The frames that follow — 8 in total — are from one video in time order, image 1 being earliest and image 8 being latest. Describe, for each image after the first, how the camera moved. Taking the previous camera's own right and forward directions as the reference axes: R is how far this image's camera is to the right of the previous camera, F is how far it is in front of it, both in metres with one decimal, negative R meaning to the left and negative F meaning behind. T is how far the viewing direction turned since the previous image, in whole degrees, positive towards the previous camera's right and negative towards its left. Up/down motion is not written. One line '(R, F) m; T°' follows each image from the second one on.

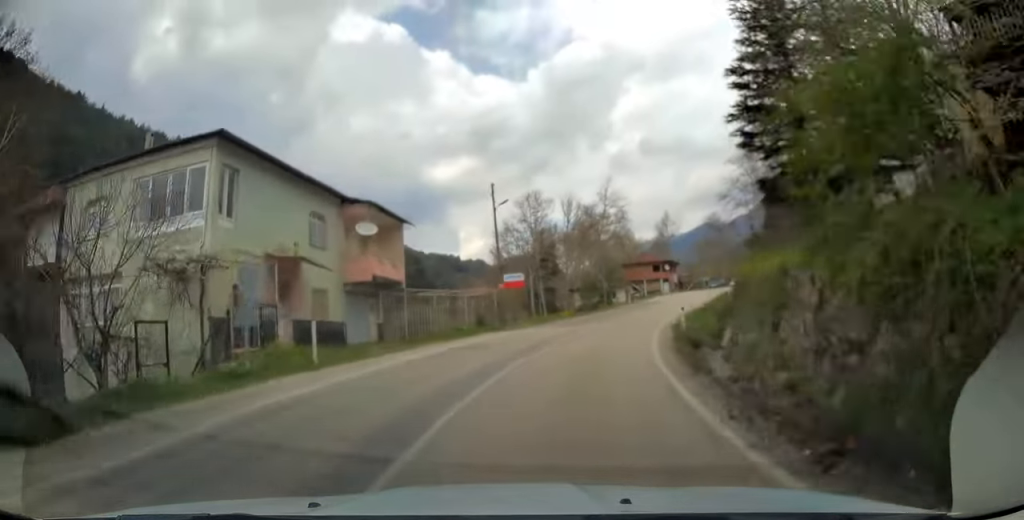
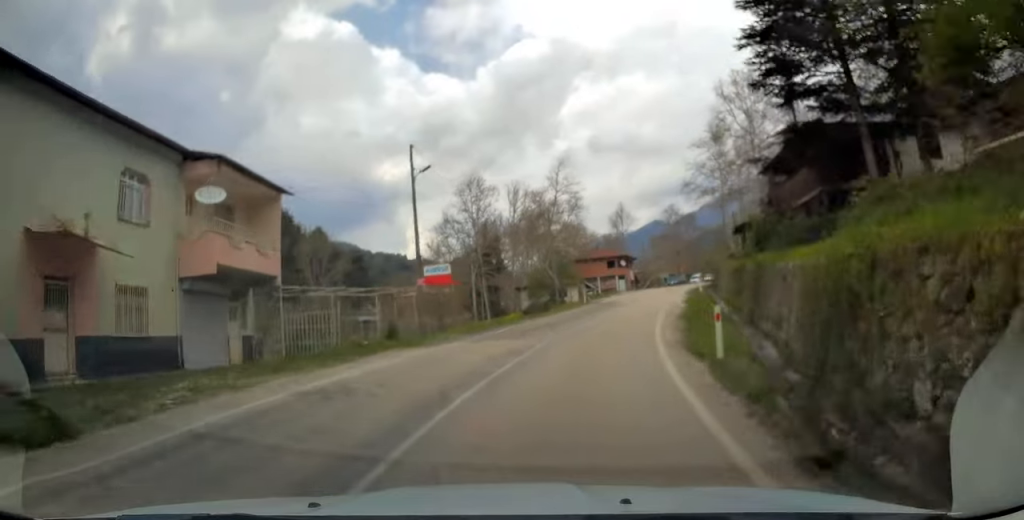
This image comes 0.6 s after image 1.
(-0.1, +8.6) m; +4°
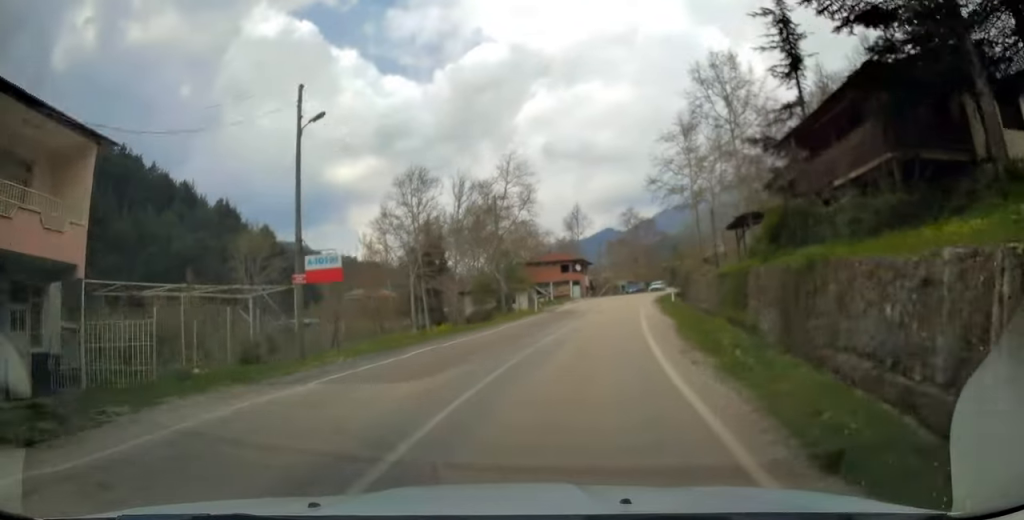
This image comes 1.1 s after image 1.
(+0.7, +7.7) m; +5°
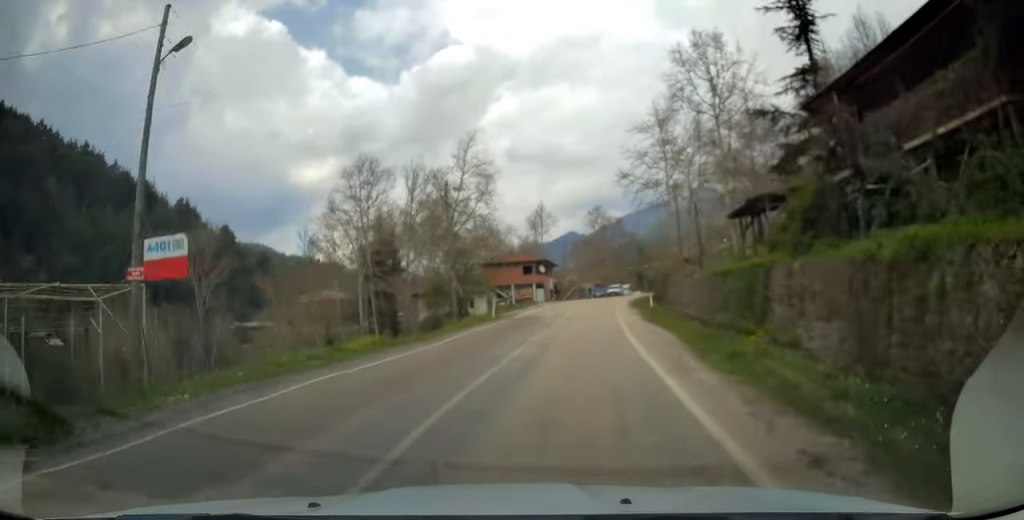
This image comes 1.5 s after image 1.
(+0.1, +5.8) m; +3°
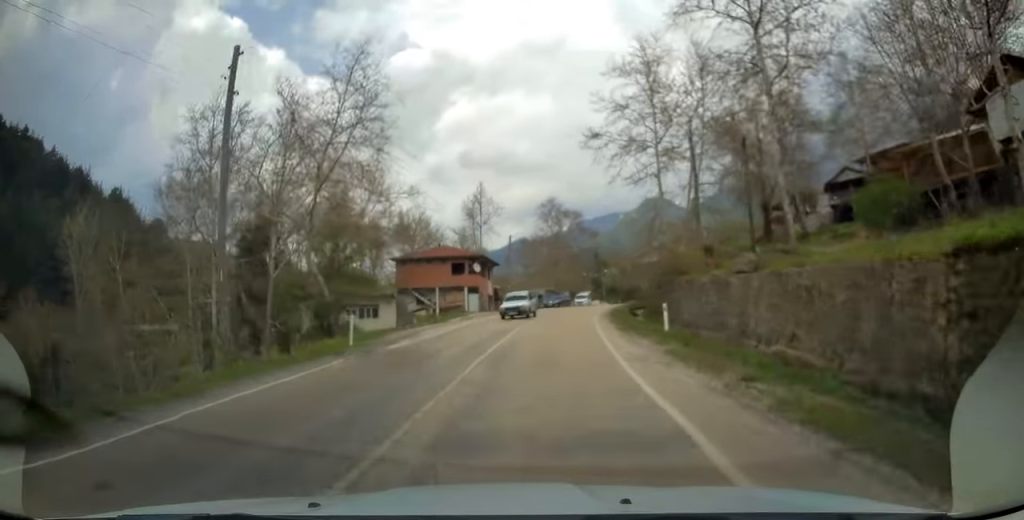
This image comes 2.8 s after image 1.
(+1.3, +19.4) m; +5°
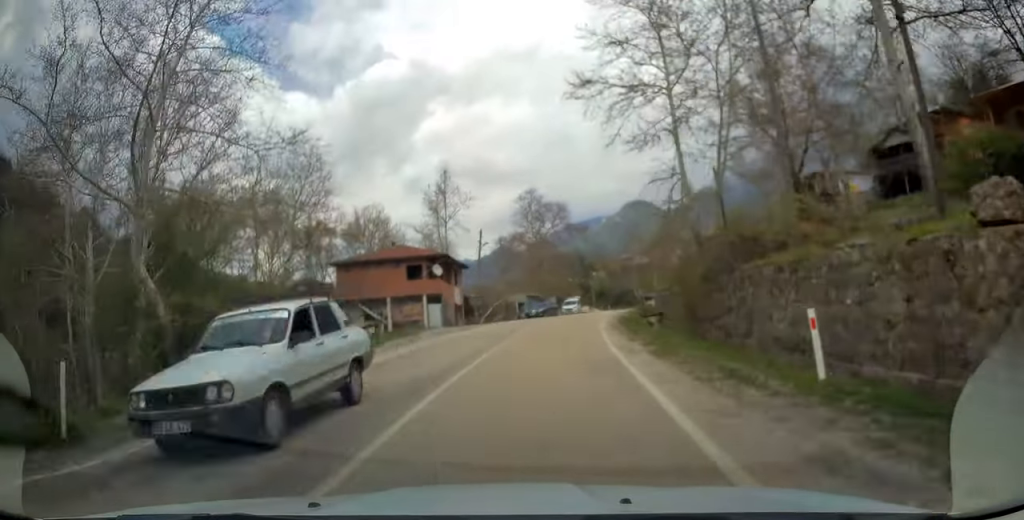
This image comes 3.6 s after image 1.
(+0.2, +12.5) m; +2°
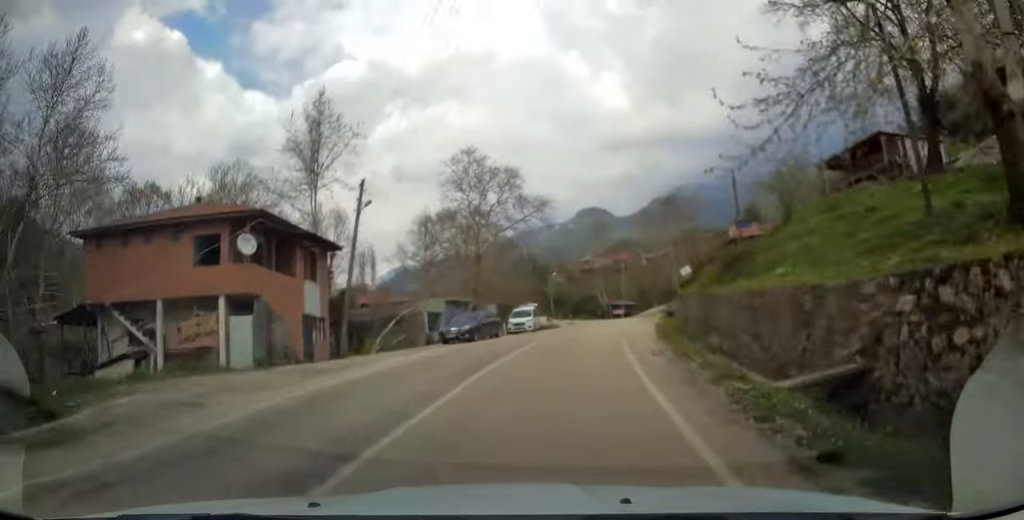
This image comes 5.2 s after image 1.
(+1.2, +24.2) m; +5°
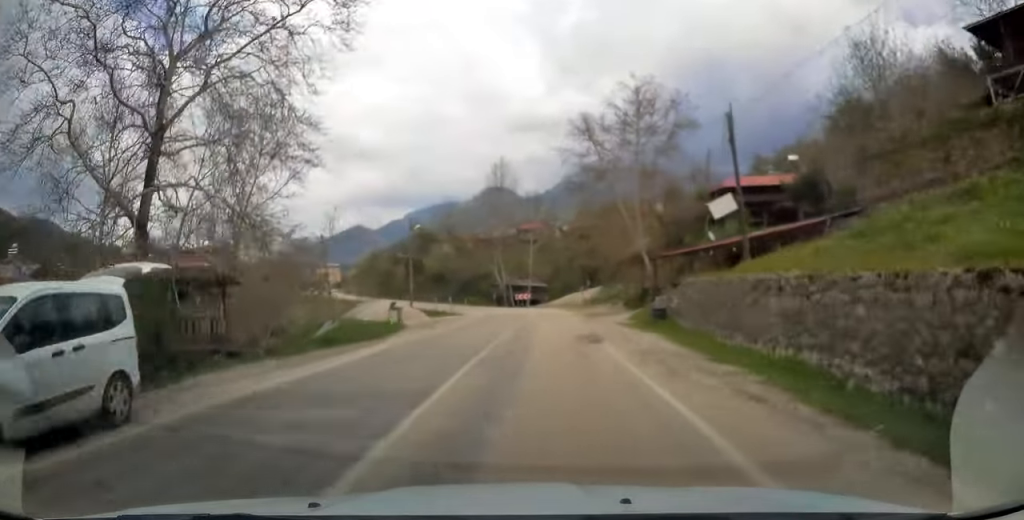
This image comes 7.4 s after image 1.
(+2.2, +35.9) m; +7°
